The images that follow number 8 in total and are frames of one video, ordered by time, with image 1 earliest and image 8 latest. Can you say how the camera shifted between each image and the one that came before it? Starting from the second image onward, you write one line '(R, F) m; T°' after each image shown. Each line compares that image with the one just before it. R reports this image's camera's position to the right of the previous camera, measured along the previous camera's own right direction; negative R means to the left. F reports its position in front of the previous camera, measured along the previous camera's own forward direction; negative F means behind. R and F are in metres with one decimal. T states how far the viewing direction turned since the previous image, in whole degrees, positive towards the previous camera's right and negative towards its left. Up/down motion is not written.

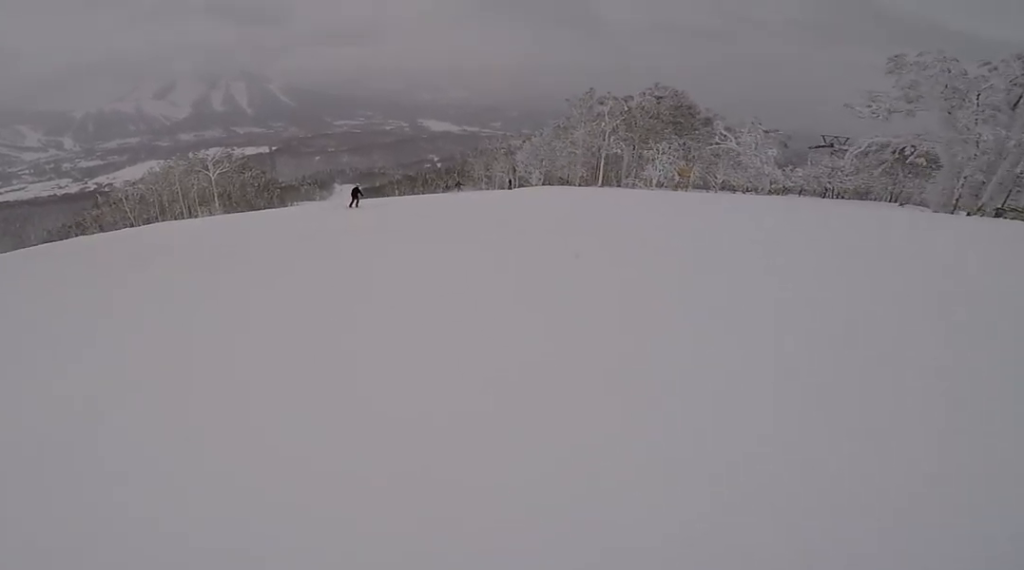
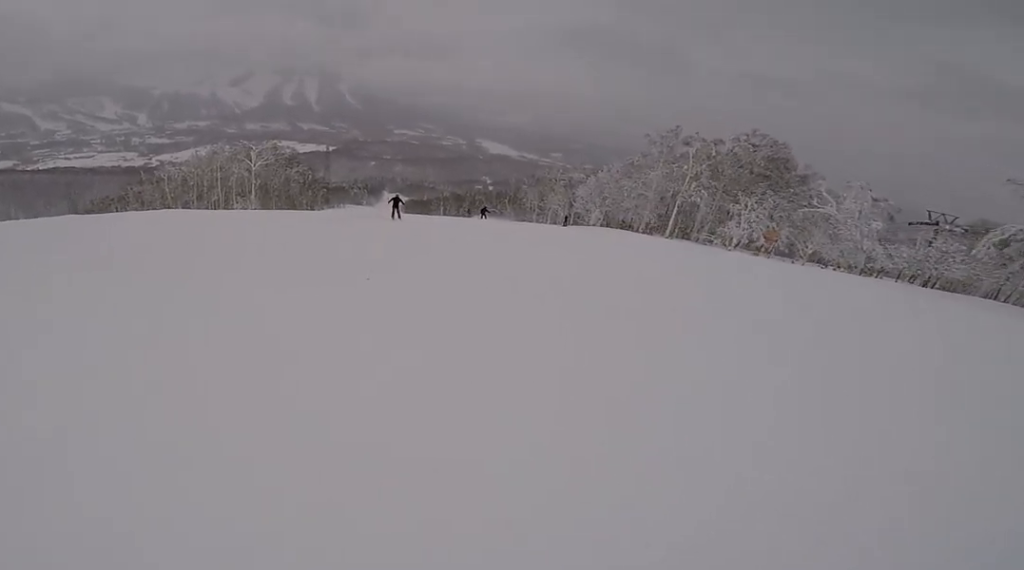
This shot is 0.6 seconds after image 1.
(0.0, +5.8) m; 0°
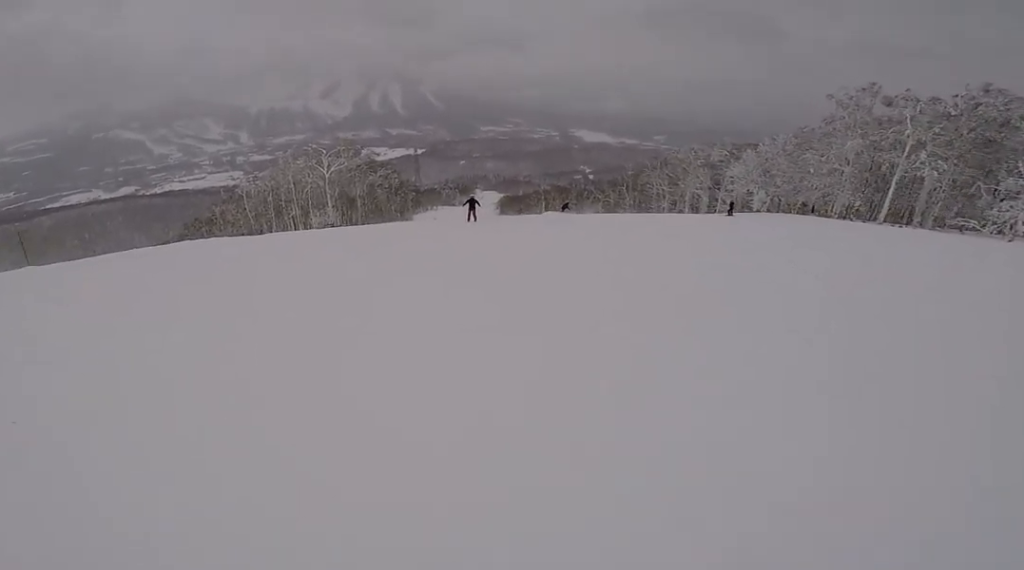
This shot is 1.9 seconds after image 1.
(0.0, +12.8) m; 0°
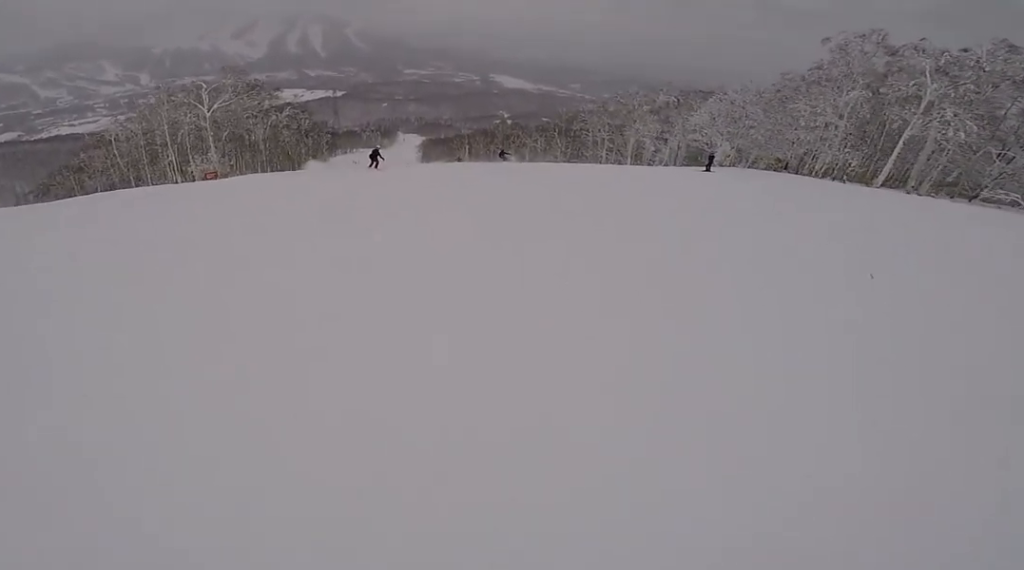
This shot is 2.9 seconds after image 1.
(0.0, +10.5) m; 0°
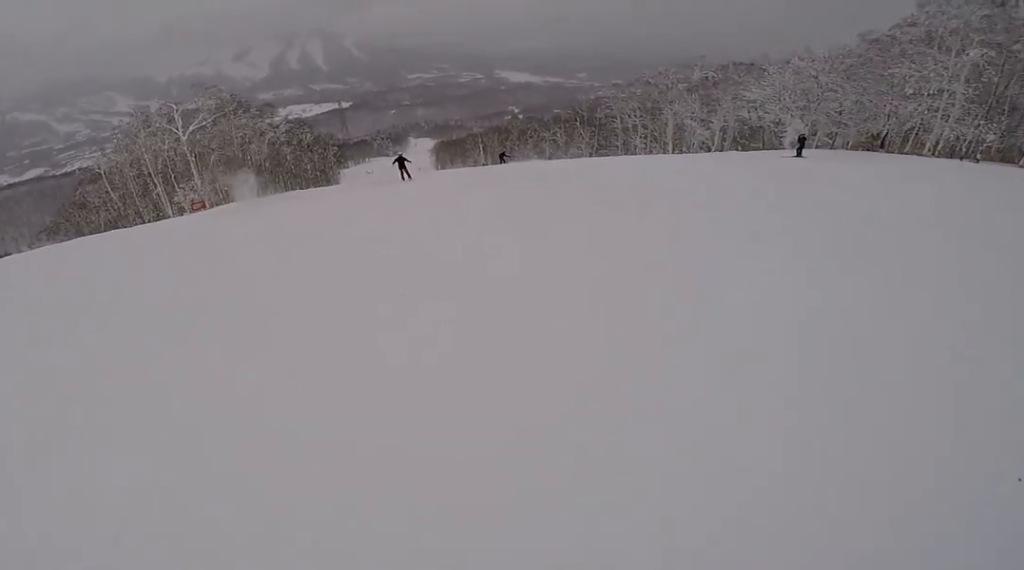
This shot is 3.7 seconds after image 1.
(0.0, +7.4) m; 0°
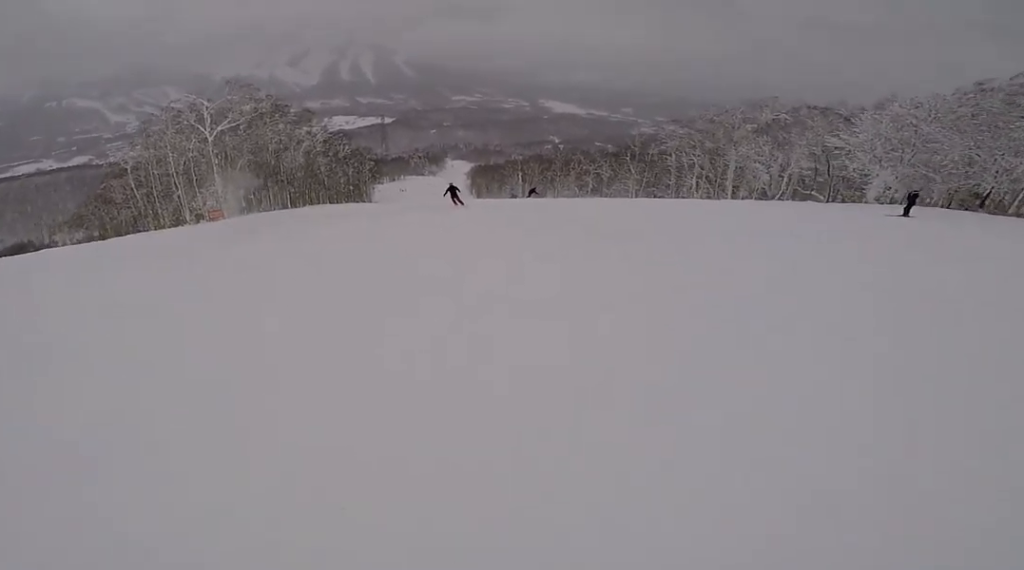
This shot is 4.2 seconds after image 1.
(0.0, +4.6) m; 0°
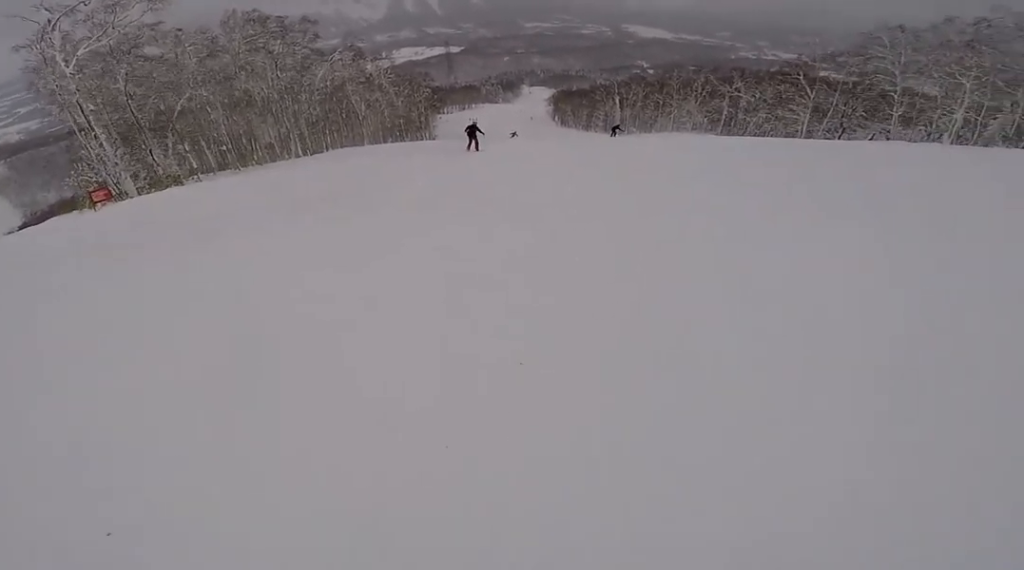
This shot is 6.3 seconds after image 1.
(-0.3, +22.3) m; -5°
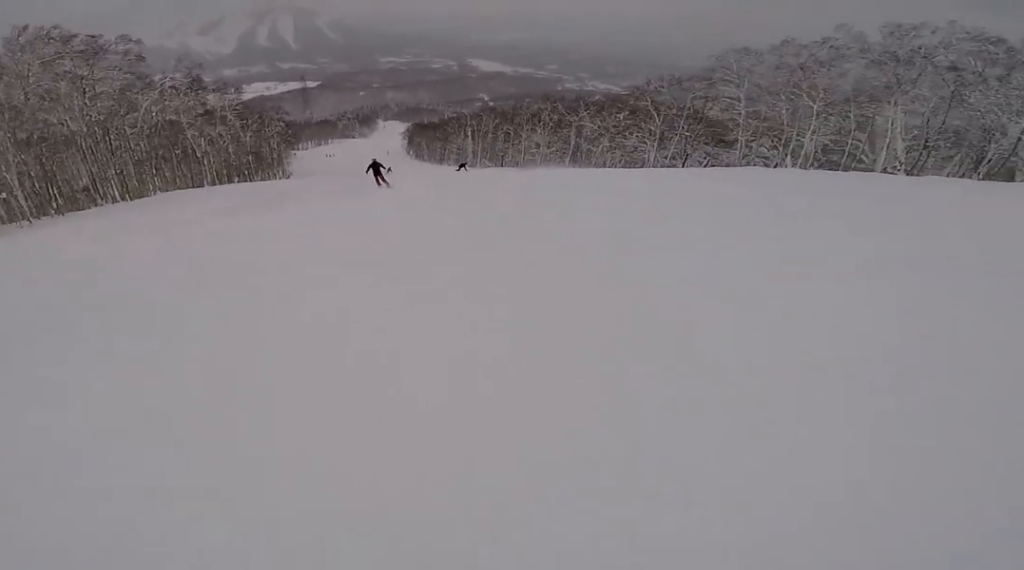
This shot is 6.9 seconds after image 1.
(-0.7, +5.8) m; +4°
